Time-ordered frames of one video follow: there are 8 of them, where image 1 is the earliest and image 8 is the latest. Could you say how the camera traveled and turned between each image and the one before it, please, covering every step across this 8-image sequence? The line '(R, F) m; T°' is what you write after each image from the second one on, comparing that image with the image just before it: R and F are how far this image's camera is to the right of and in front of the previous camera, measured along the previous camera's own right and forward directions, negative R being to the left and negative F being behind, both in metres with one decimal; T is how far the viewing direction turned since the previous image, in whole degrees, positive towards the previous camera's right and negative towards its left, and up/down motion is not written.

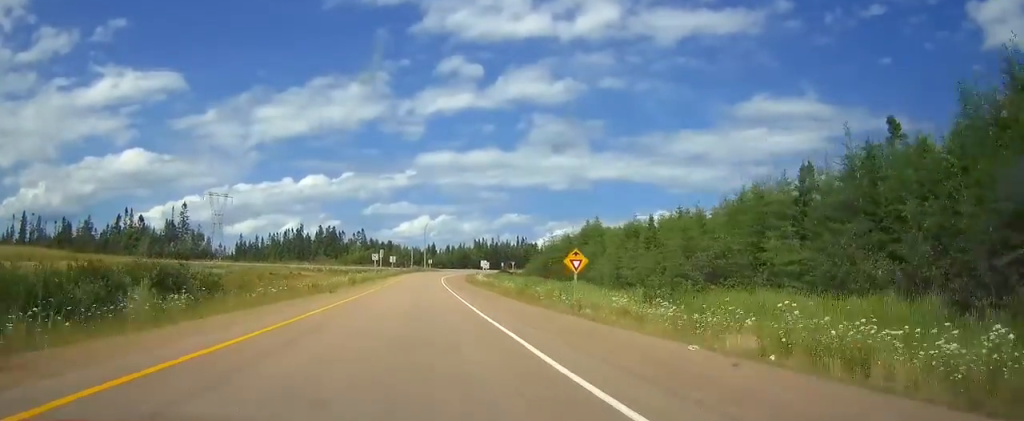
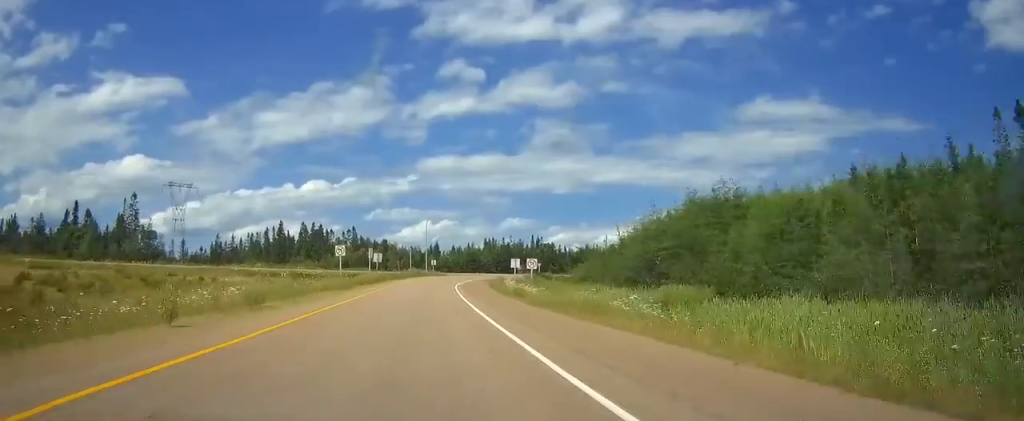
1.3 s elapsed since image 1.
(0.0, +36.8) m; 0°
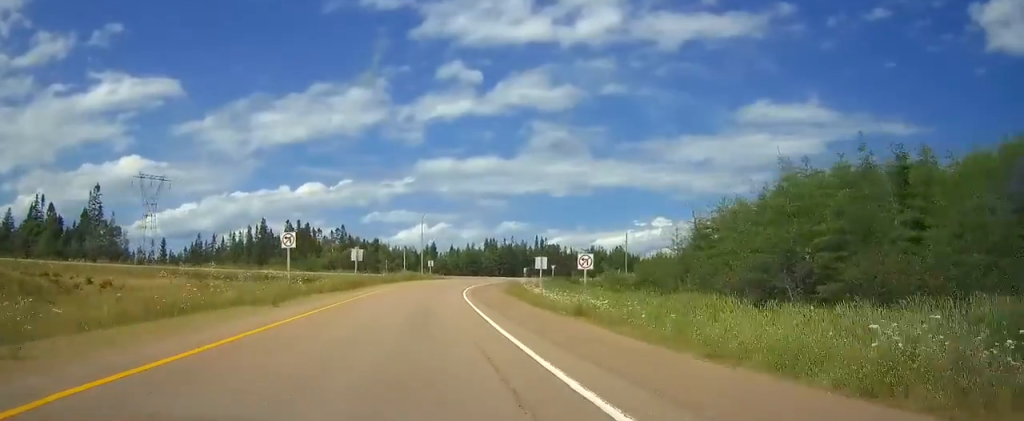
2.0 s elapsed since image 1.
(0.0, +18.3) m; 0°
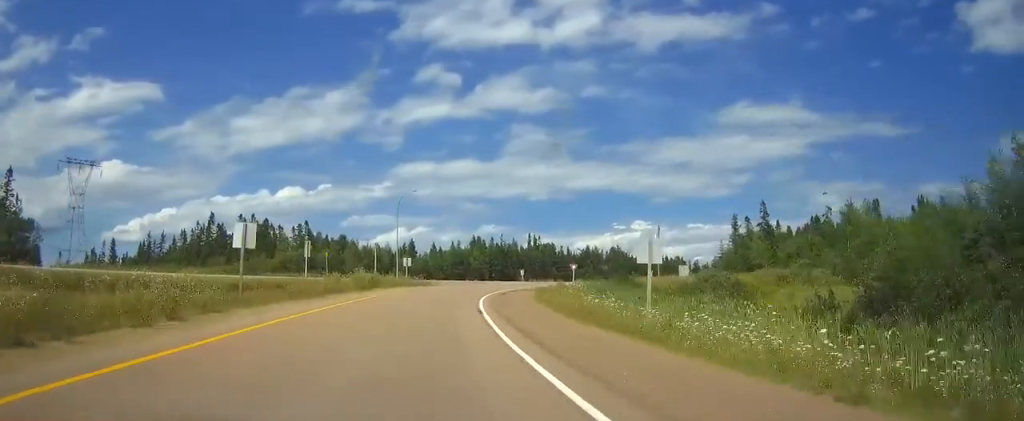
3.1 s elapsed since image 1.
(+0.2, +30.1) m; +1°
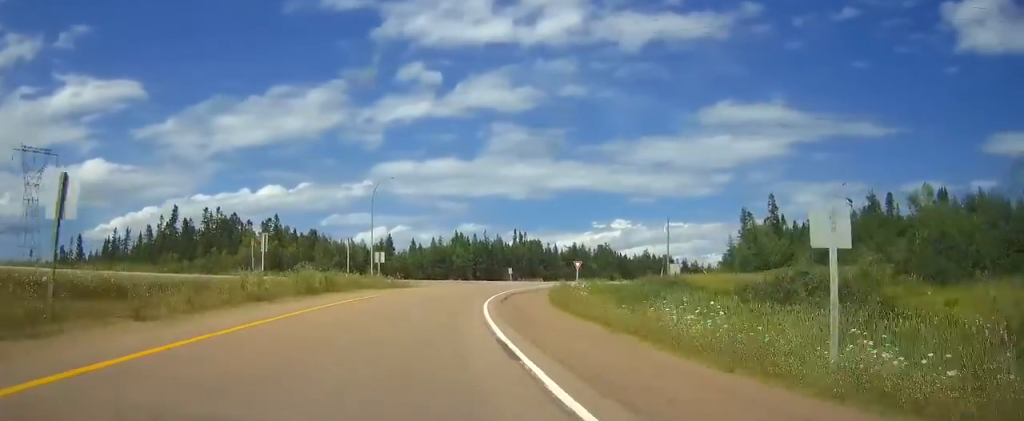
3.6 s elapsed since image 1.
(0.0, +12.9) m; +1°
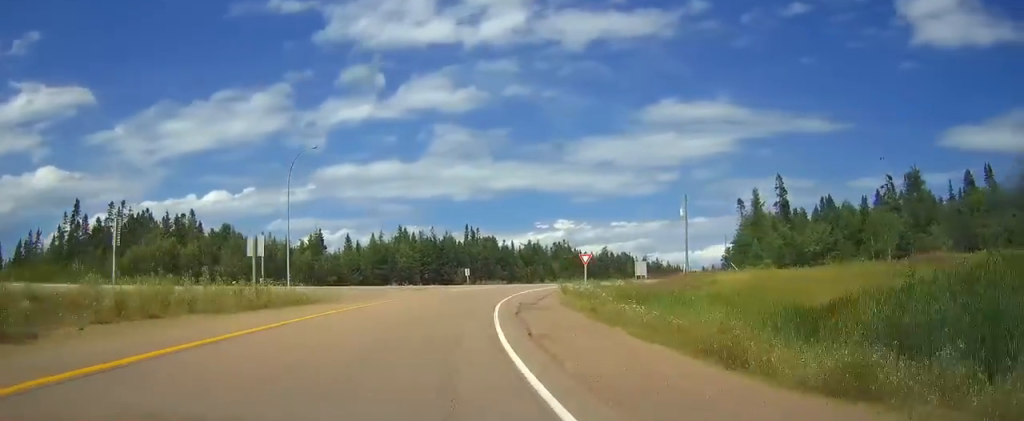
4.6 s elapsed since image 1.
(+0.6, +25.1) m; +4°
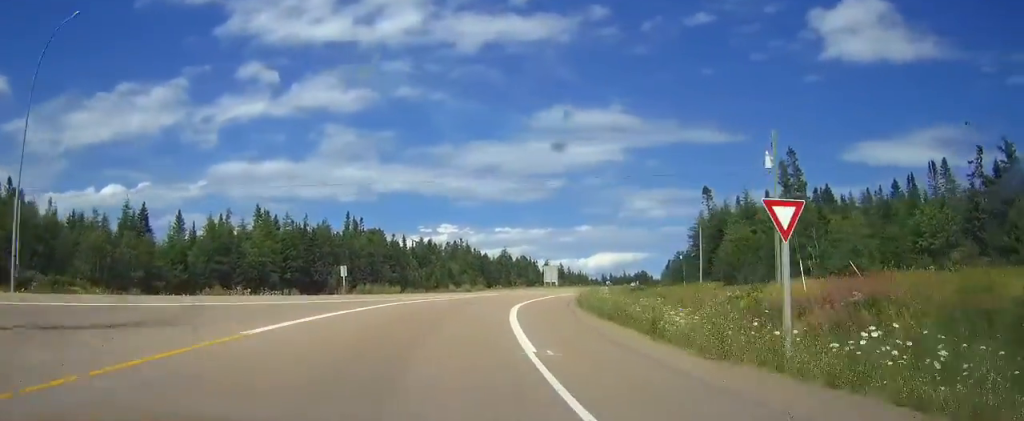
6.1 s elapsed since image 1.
(+3.0, +36.6) m; +10°
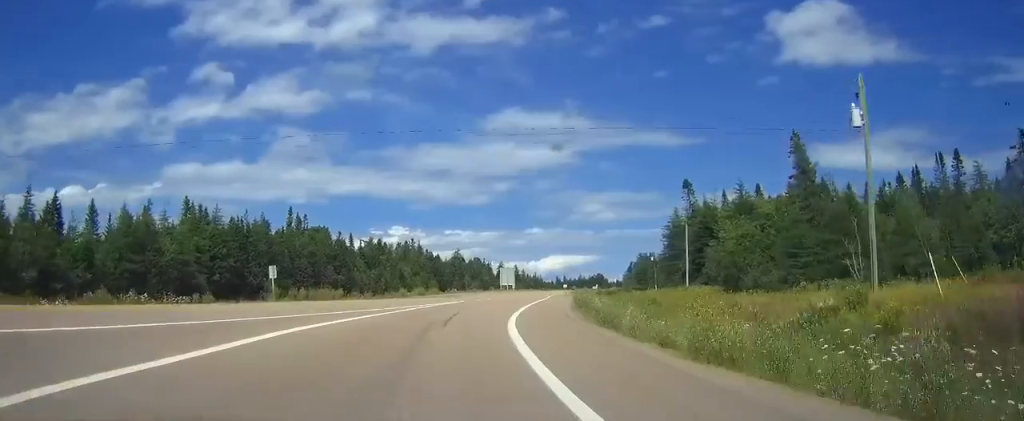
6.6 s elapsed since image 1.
(+0.3, +12.2) m; +4°
